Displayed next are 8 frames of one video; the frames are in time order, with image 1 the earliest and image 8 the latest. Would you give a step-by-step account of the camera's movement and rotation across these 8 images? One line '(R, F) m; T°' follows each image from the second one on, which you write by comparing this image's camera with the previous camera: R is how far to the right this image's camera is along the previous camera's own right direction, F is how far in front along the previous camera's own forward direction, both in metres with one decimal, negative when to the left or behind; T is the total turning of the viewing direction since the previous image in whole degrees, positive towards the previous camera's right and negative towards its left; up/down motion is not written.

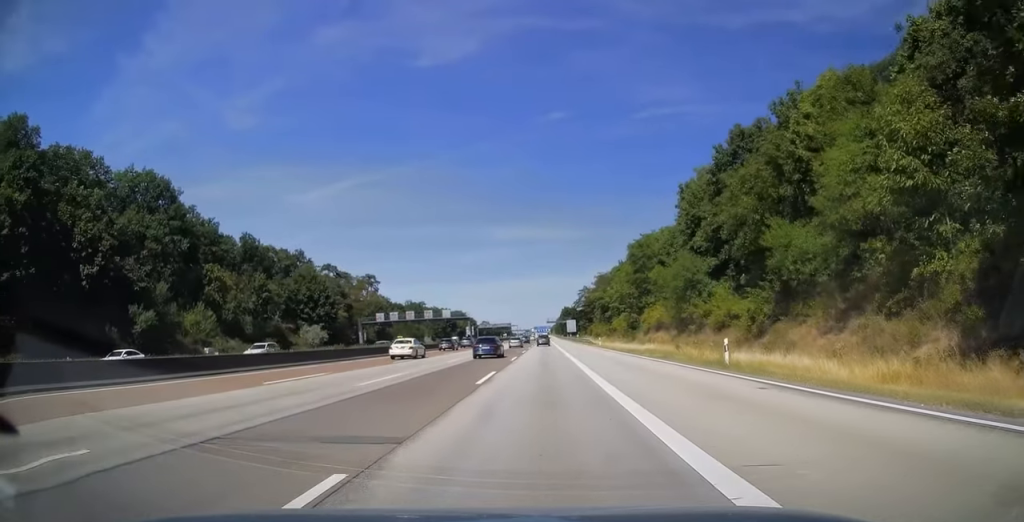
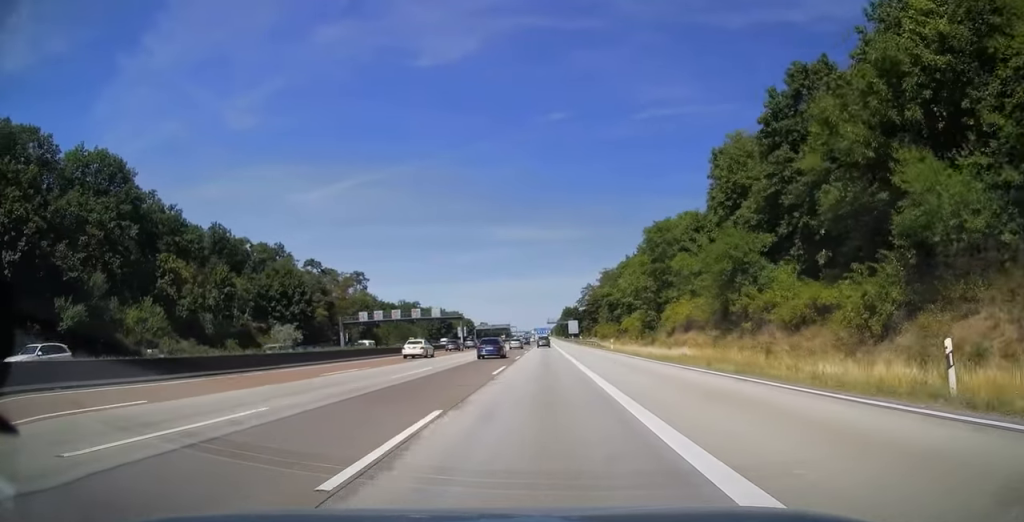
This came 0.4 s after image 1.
(0.0, +12.5) m; 0°
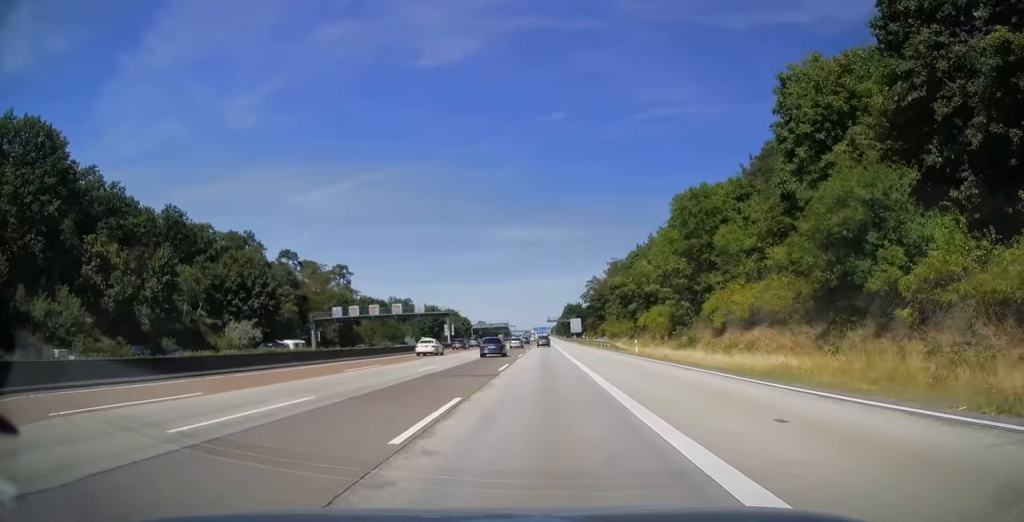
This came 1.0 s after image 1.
(+0.1, +15.4) m; 0°
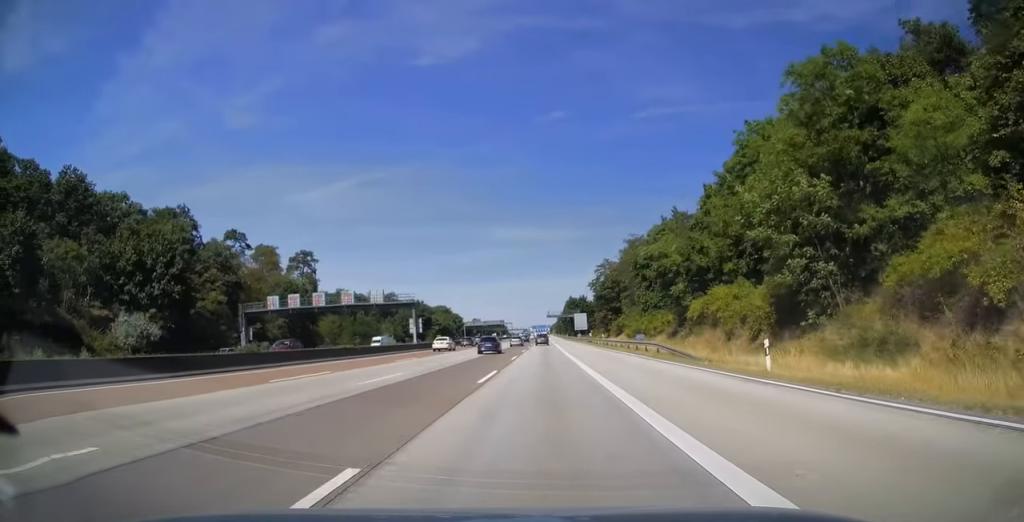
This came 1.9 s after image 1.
(0.0, +25.6) m; 0°
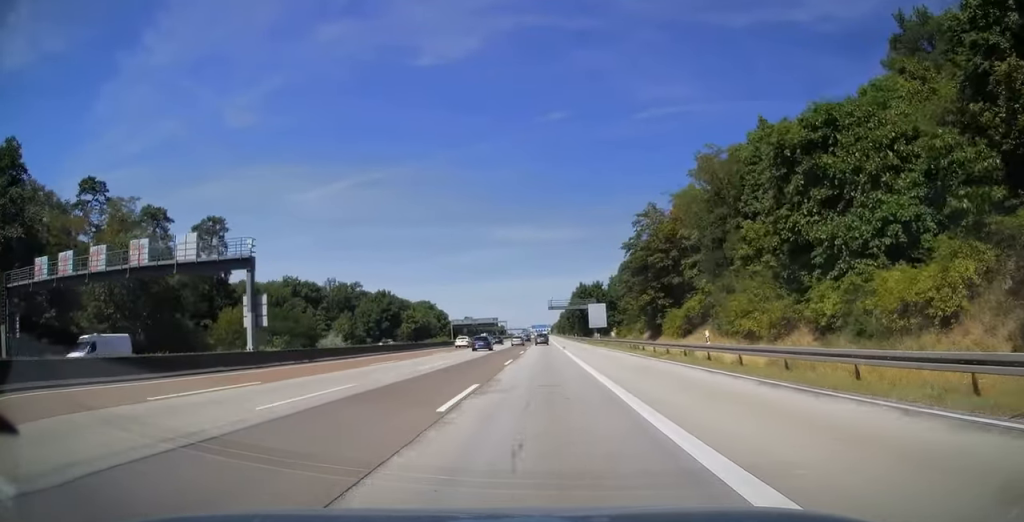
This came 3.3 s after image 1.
(+0.1, +43.0) m; 0°
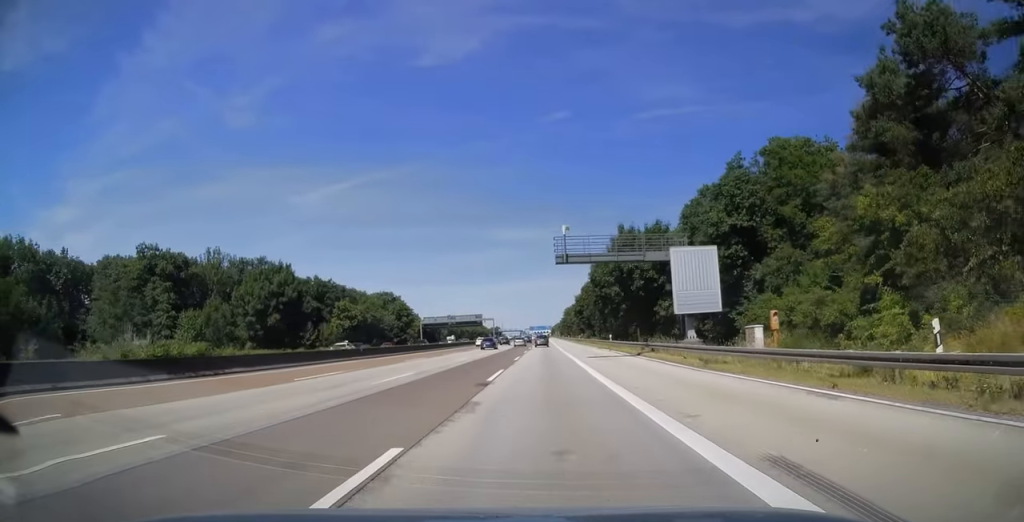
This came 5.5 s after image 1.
(-0.5, +62.9) m; -1°
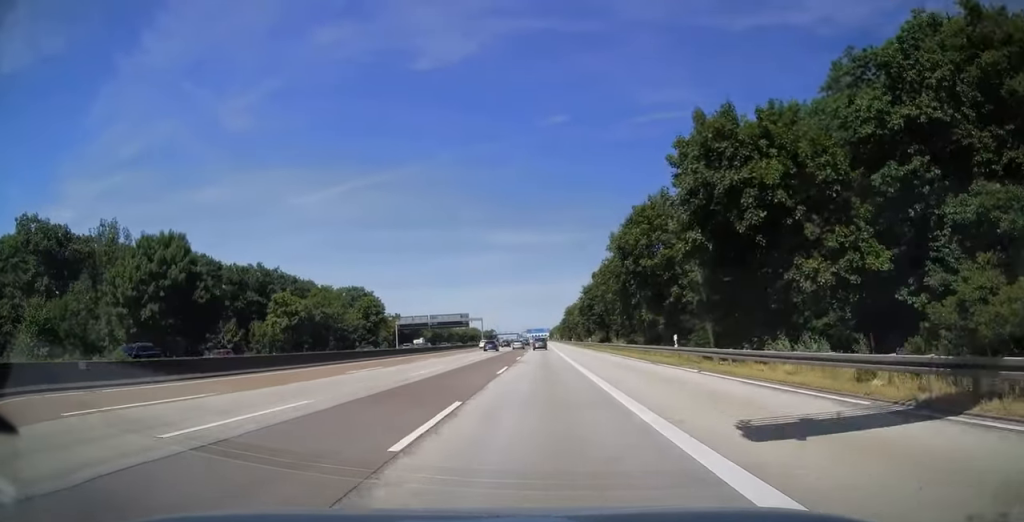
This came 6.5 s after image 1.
(+0.2, +29.7) m; 0°
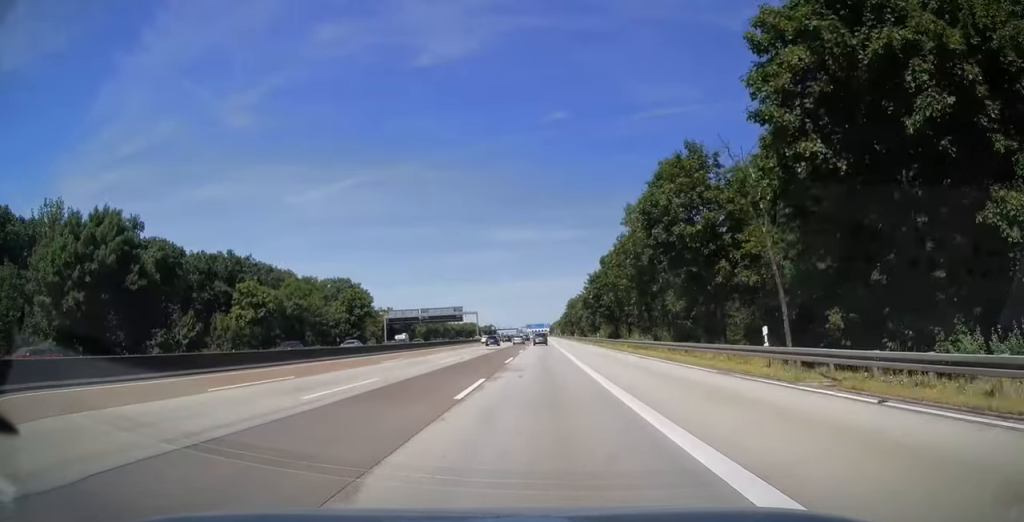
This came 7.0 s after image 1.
(0.0, +12.1) m; 0°
